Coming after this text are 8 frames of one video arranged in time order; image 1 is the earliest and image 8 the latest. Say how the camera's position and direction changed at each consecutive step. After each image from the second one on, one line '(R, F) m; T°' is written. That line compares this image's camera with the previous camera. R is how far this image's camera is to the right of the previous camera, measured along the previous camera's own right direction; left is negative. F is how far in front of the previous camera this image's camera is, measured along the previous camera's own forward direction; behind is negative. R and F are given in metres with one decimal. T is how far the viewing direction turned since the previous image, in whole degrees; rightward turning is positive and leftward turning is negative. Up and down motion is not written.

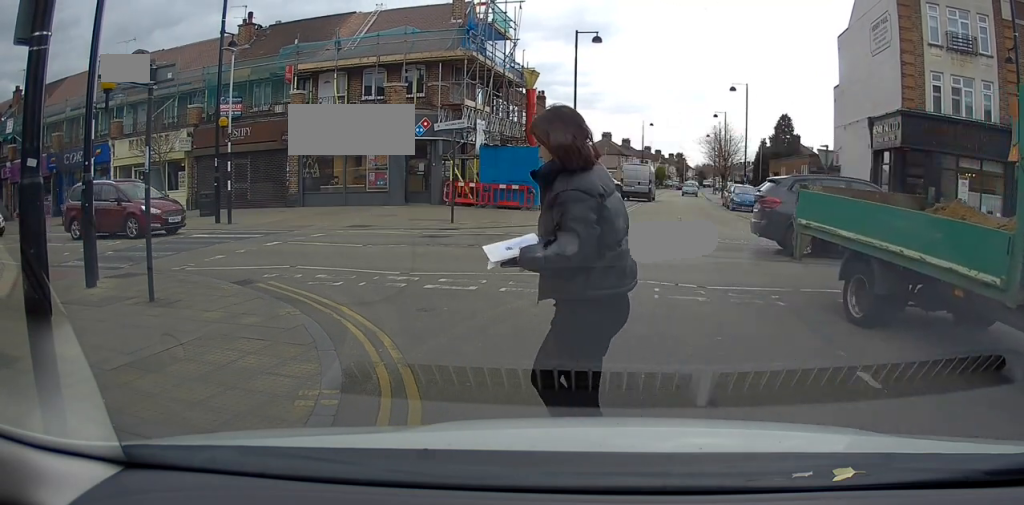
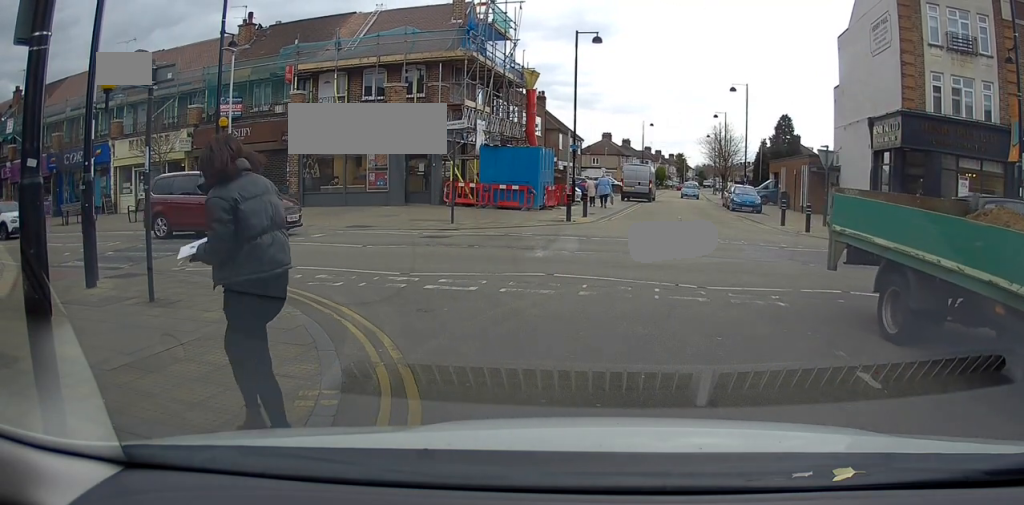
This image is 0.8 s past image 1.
(0.0, +0.3) m; 0°
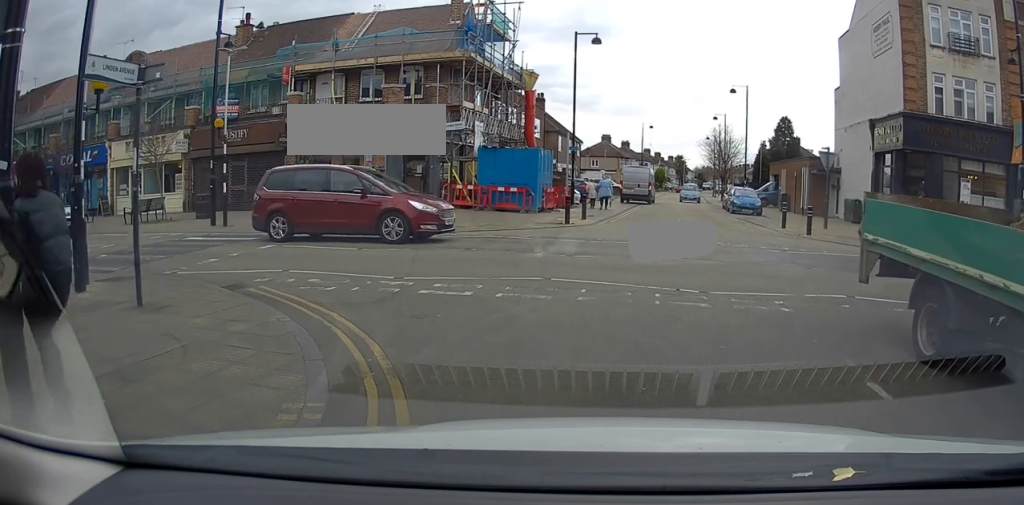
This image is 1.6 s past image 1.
(-0.1, +0.4) m; 0°
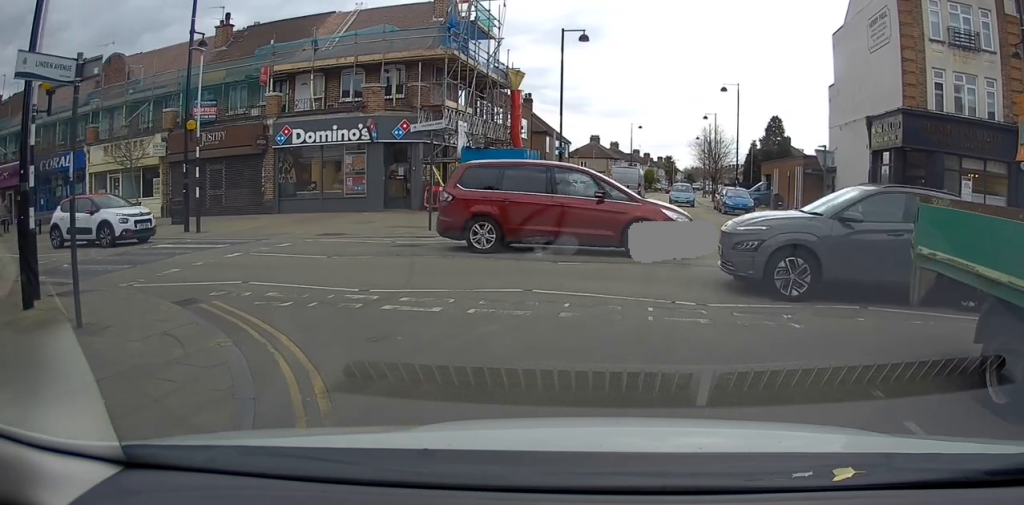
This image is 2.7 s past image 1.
(0.0, +0.6) m; 0°
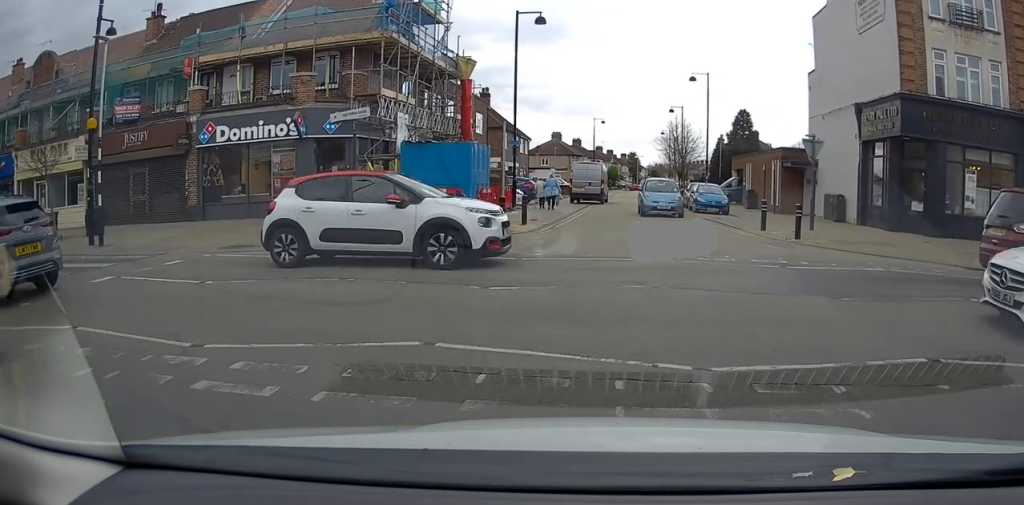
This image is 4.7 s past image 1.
(+0.1, +1.9) m; 0°
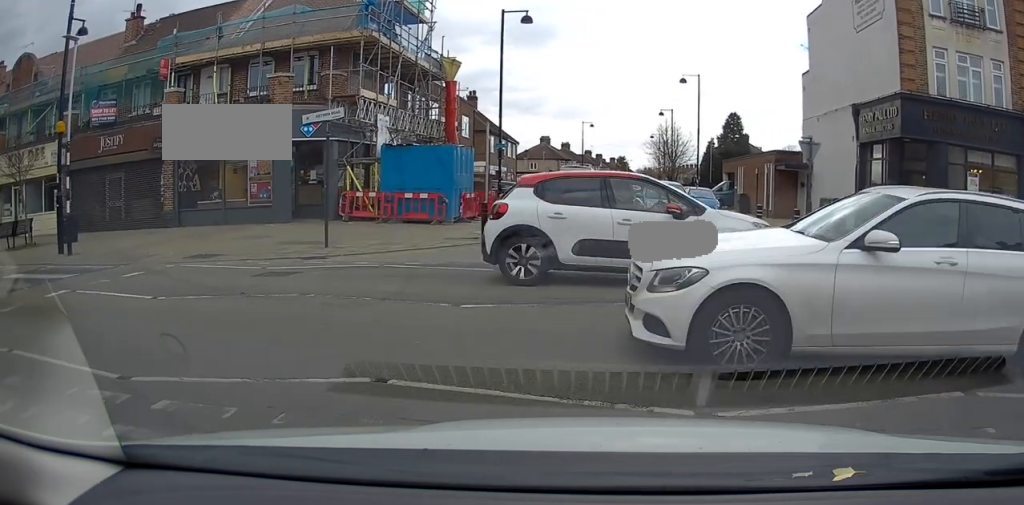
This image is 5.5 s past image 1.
(-0.1, +0.8) m; 0°
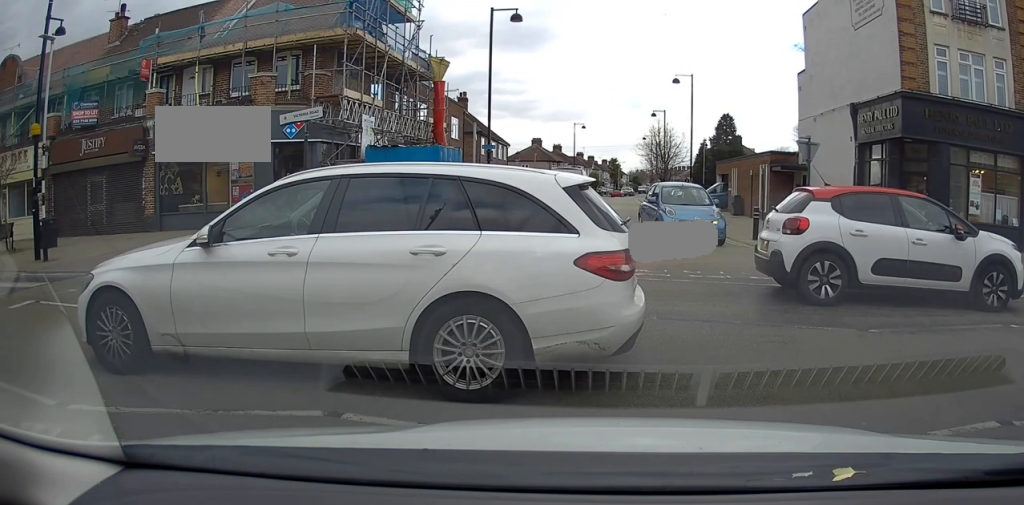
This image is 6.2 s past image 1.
(+0.1, +0.7) m; 0°
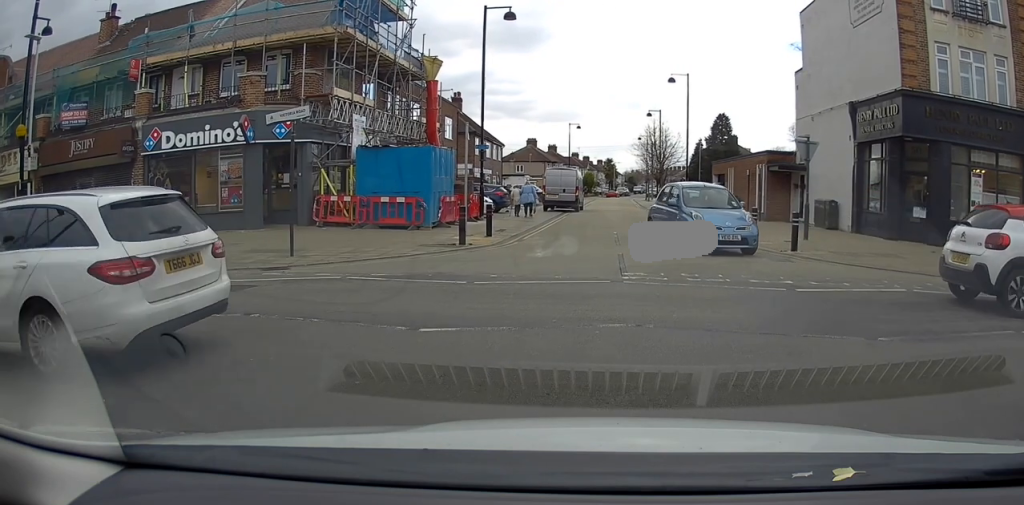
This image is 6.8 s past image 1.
(+0.1, +0.4) m; 0°
